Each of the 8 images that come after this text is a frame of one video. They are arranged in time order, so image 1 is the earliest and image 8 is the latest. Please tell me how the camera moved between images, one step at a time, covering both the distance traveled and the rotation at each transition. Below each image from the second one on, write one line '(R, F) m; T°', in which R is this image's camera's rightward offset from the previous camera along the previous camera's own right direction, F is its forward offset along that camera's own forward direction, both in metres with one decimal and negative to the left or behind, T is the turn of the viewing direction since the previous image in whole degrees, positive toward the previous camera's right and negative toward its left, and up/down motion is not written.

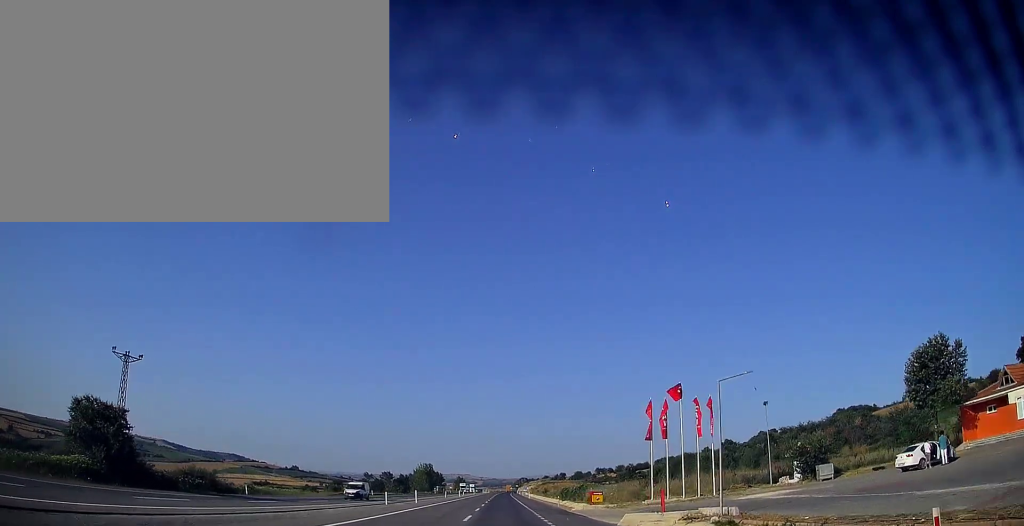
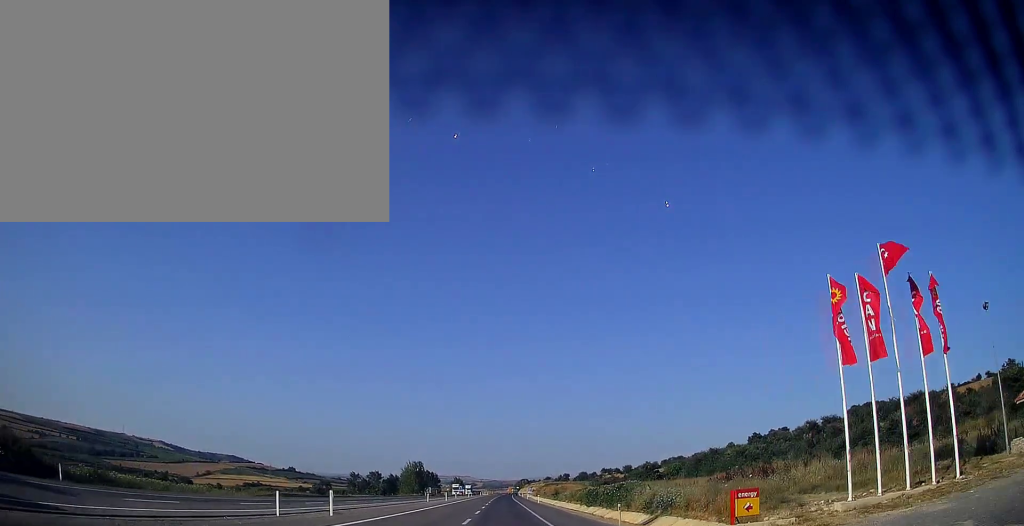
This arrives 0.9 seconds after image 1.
(-0.1, +25.4) m; 0°
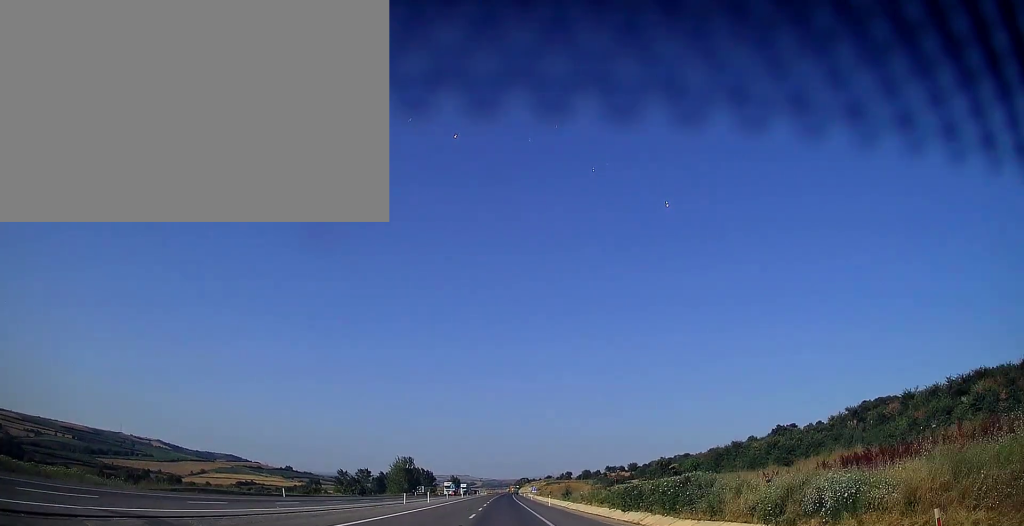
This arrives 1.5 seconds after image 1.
(+0.1, +17.6) m; 0°
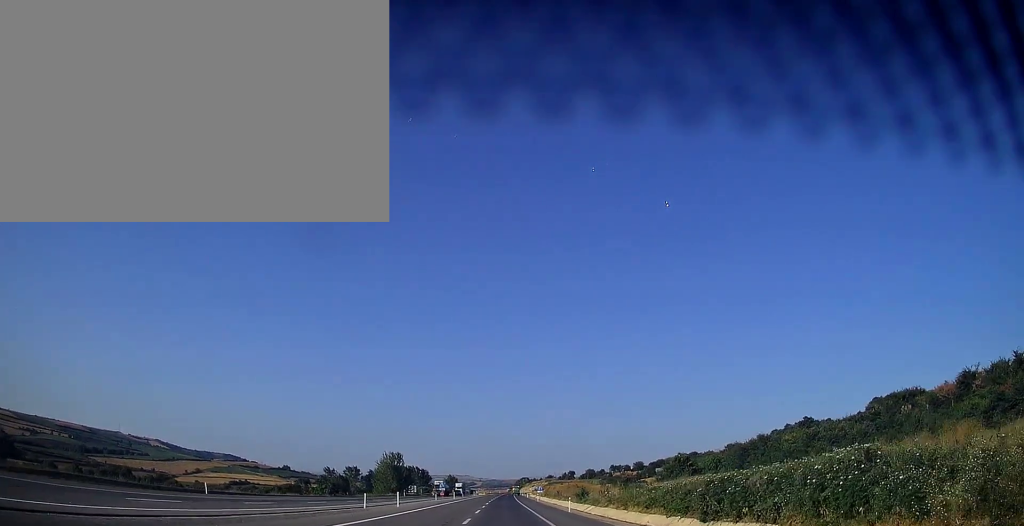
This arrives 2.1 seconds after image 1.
(0.0, +18.6) m; 0°
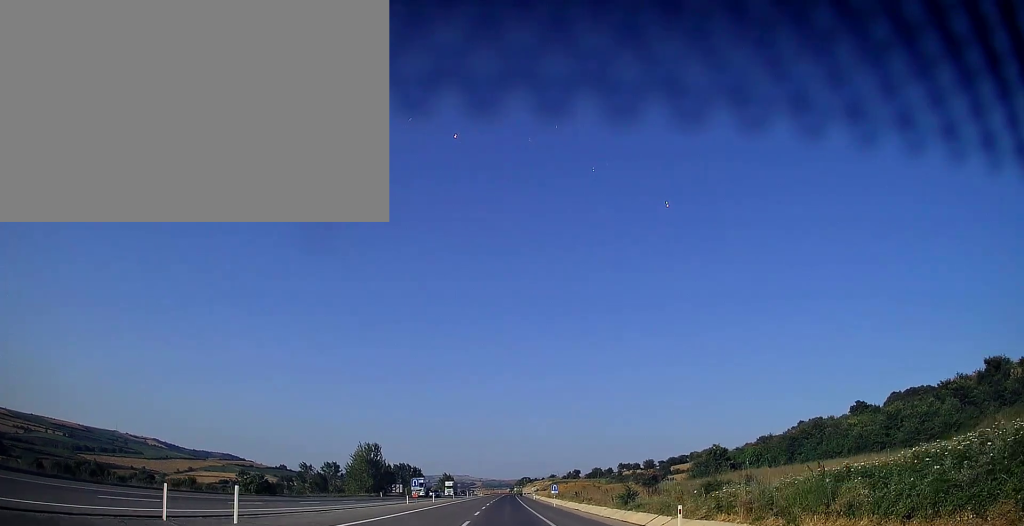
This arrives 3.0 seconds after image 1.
(0.0, +26.4) m; 0°
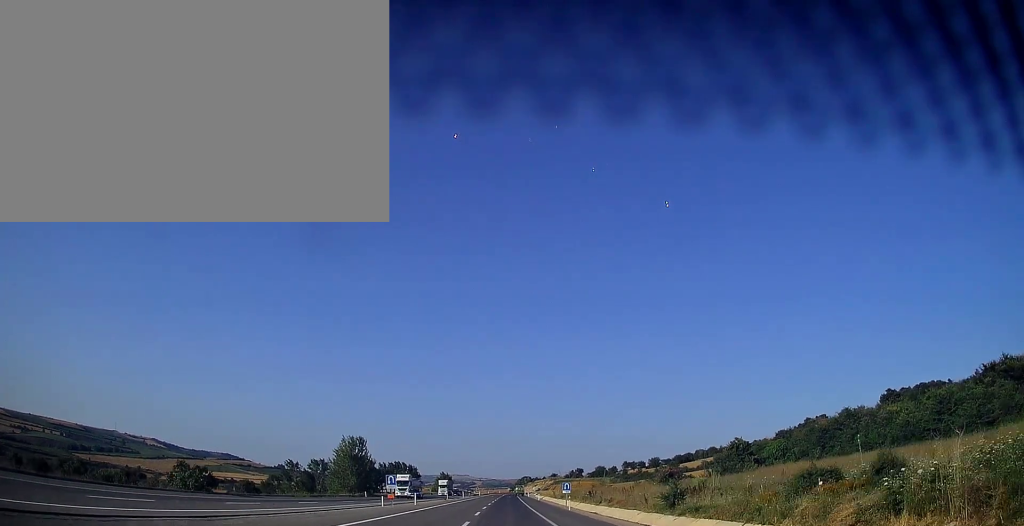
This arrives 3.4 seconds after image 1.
(+0.1, +12.7) m; 0°
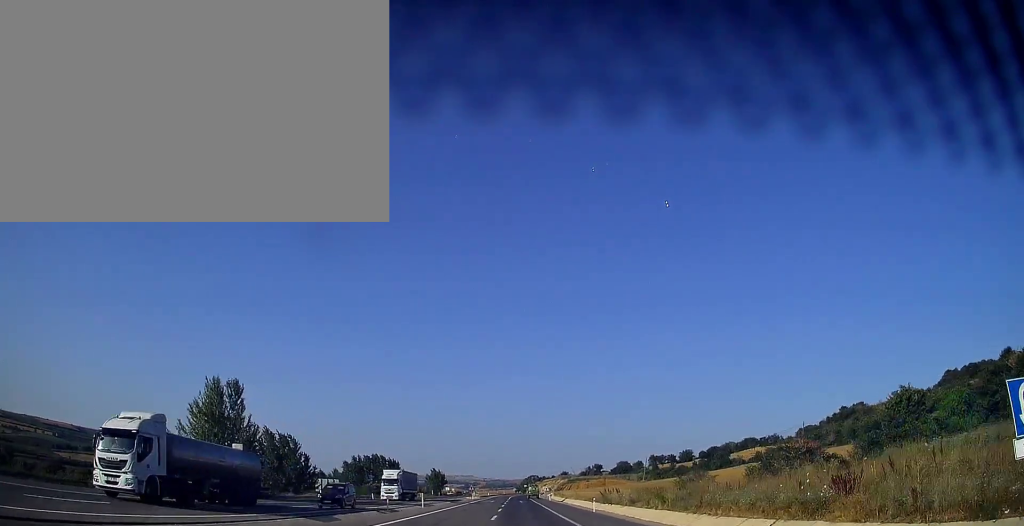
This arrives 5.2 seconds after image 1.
(-0.3, +52.9) m; 0°
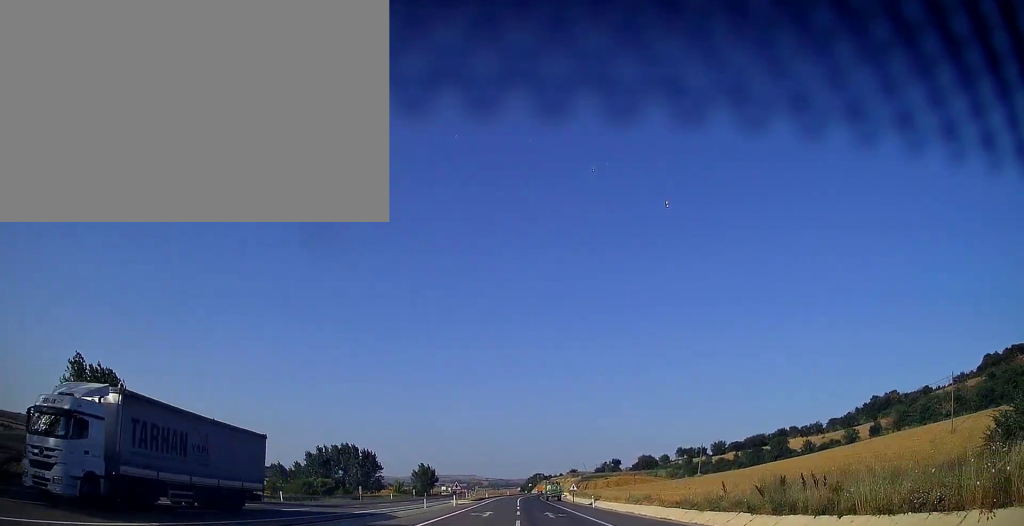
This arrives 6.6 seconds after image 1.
(+0.2, +41.1) m; 0°
